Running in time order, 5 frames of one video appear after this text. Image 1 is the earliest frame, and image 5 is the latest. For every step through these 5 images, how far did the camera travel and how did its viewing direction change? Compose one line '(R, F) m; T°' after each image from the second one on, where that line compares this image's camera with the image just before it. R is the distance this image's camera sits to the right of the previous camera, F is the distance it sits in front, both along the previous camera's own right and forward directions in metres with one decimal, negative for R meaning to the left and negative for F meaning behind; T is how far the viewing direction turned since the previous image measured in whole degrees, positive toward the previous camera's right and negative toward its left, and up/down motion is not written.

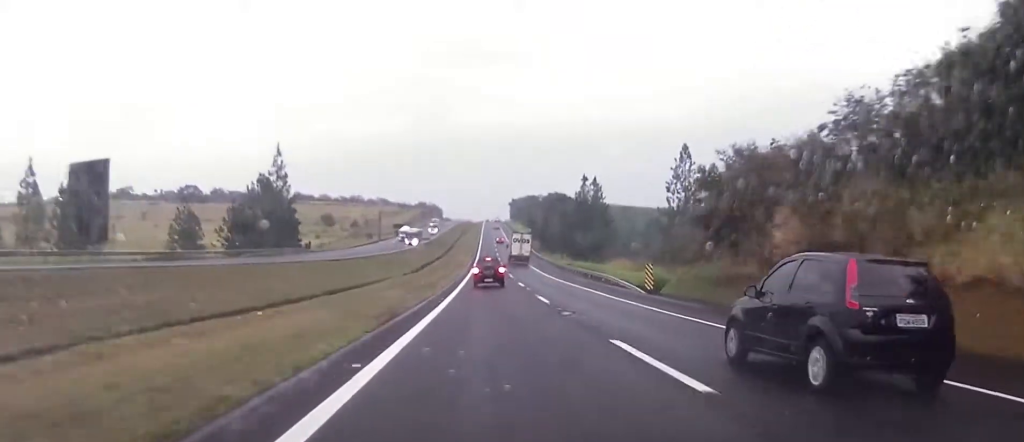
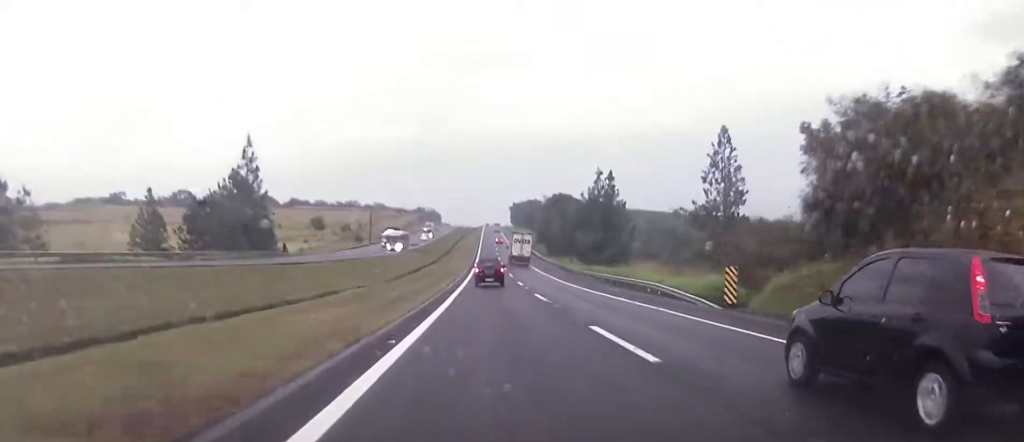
(0.0, +14.1) m; 0°
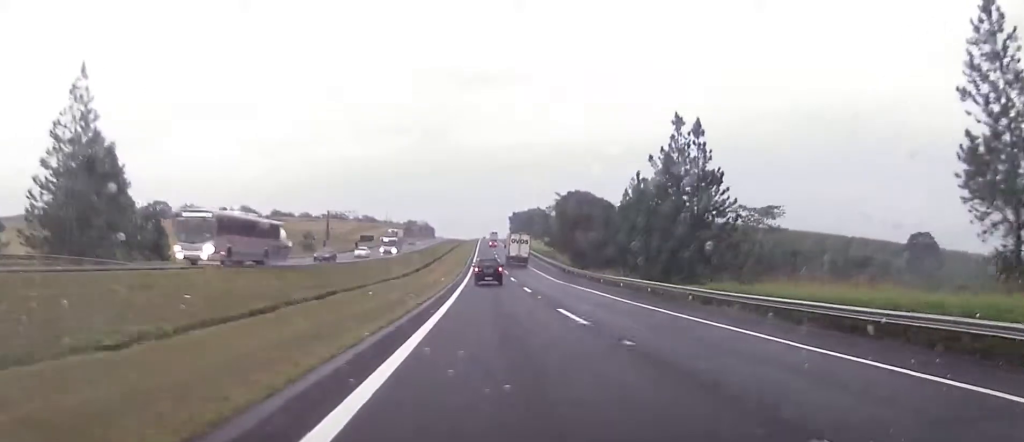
(-0.2, +41.6) m; 0°
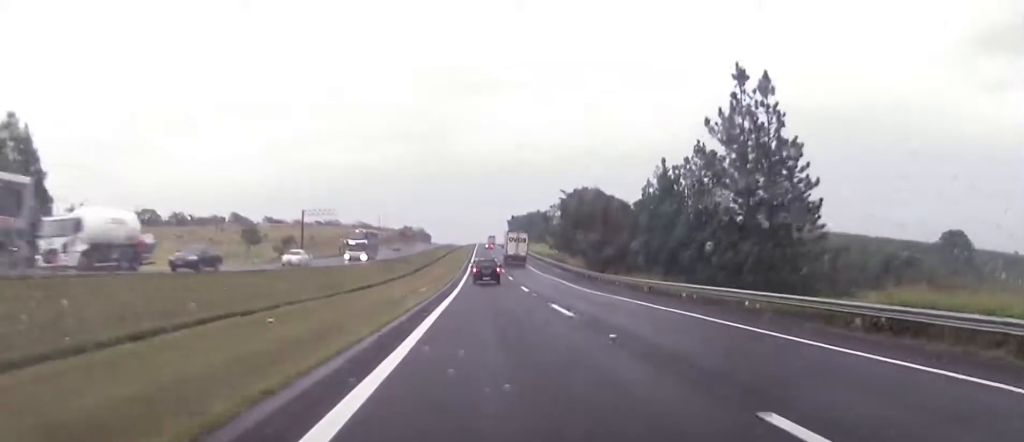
(+0.1, +15.1) m; 0°
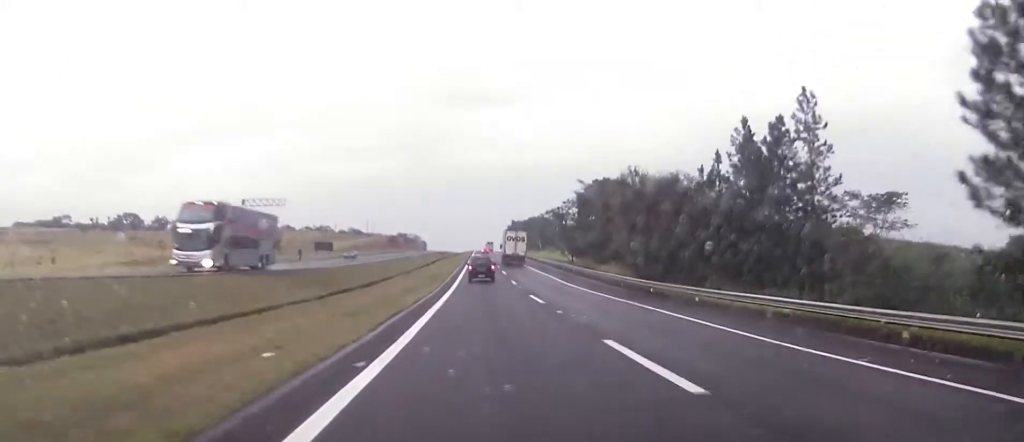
(0.0, +25.6) m; -1°
